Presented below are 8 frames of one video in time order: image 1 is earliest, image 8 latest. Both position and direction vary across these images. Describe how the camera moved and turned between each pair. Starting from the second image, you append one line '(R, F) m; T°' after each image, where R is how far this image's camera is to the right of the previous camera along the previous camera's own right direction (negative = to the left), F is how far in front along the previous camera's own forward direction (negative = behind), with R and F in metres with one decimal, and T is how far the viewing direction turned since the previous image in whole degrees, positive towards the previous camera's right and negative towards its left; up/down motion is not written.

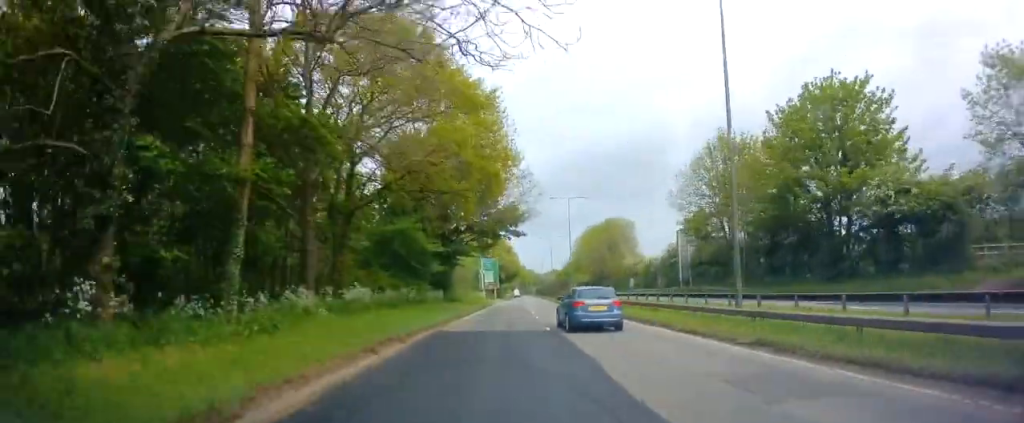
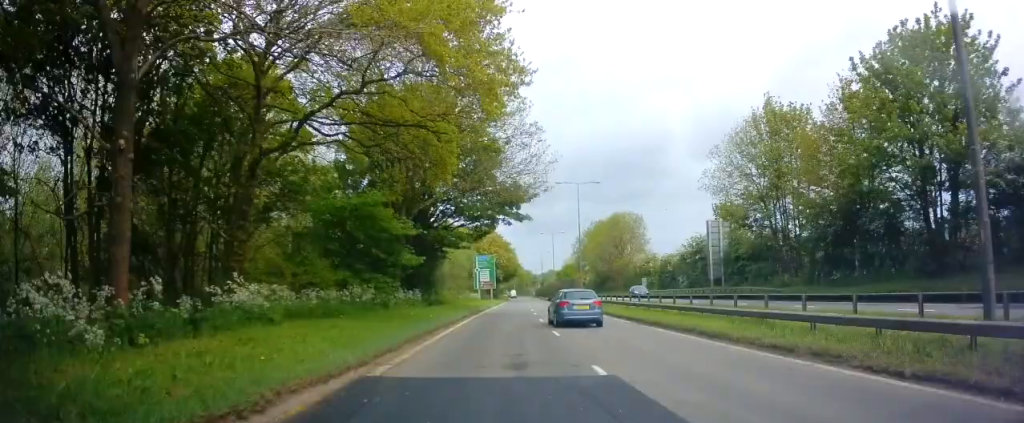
(+0.1, +10.1) m; 0°
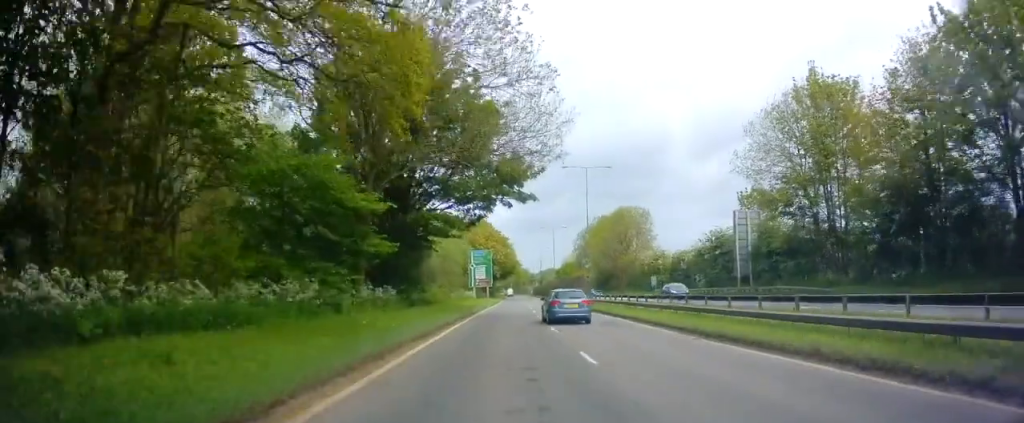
(-0.1, +6.8) m; 0°
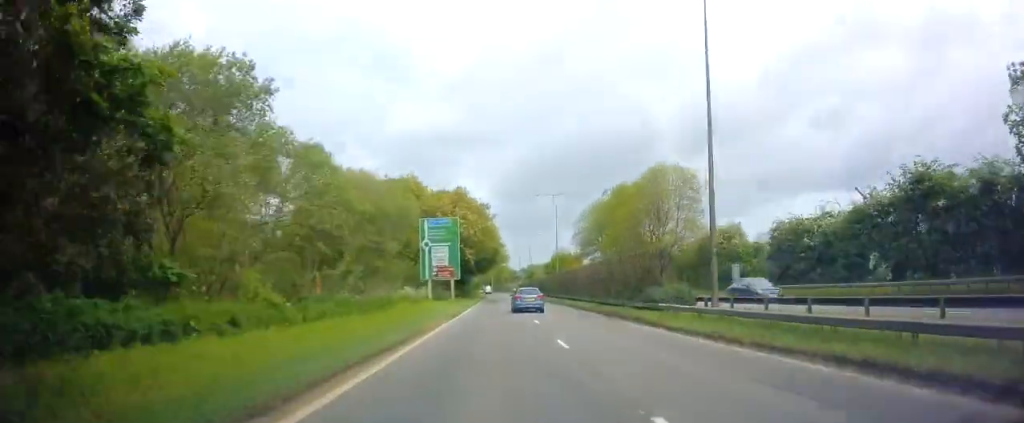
(0.0, +32.8) m; +1°
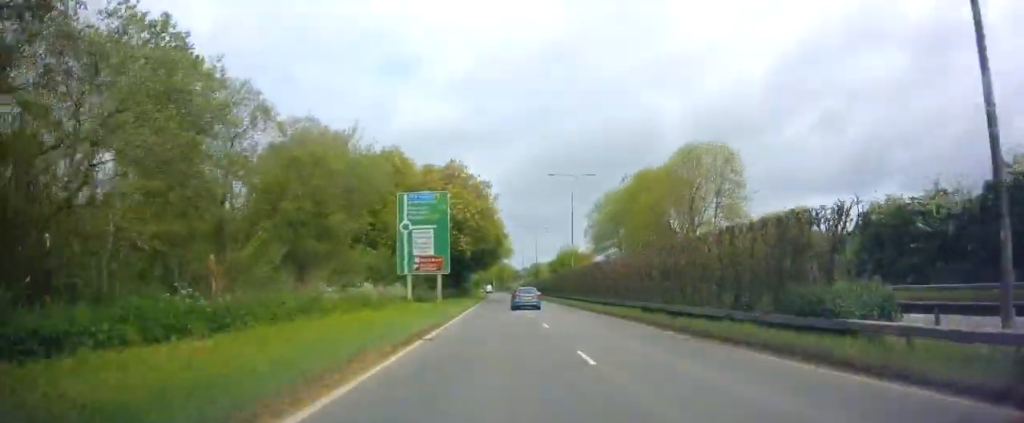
(+0.1, +11.7) m; +1°
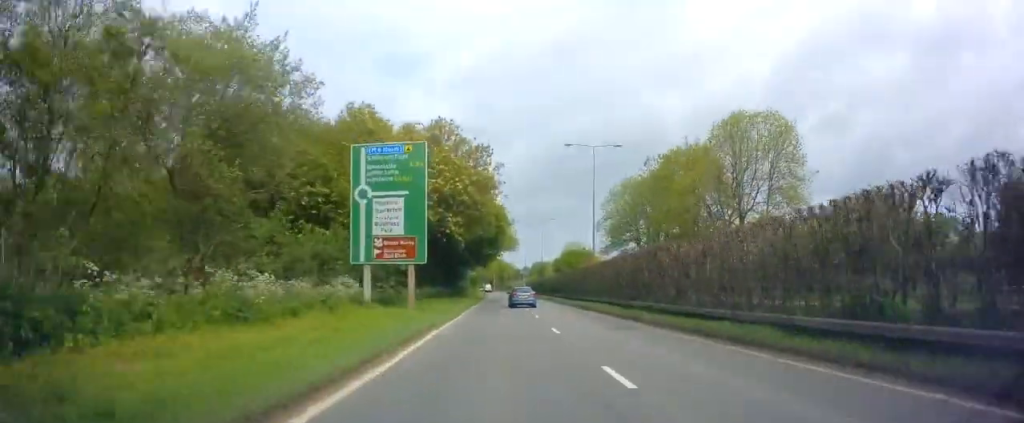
(+0.2, +11.7) m; 0°
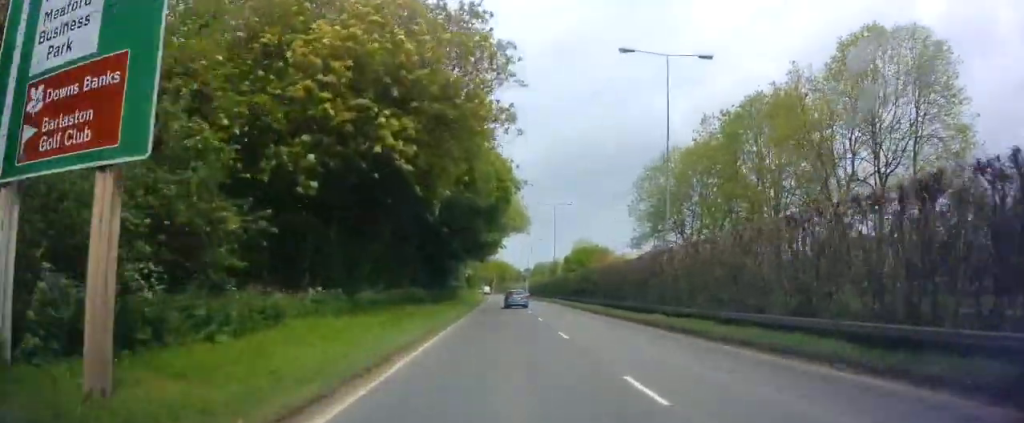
(-0.2, +19.2) m; -1°
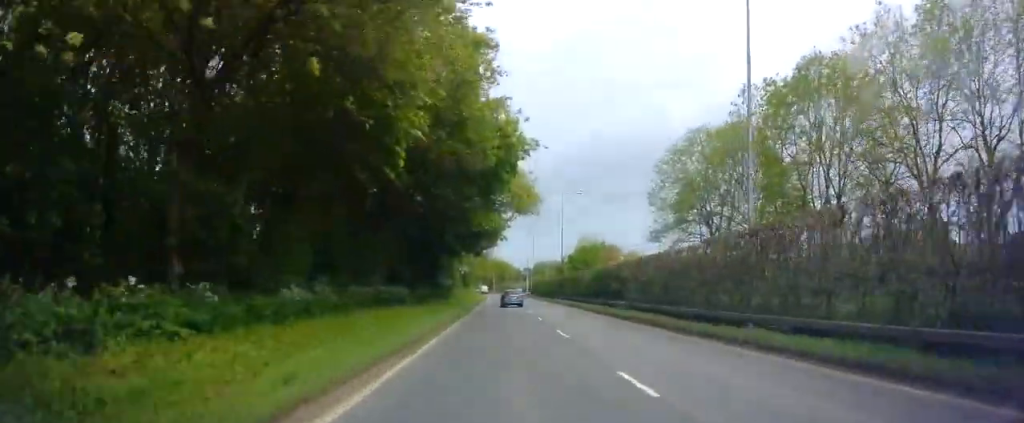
(0.0, +8.5) m; 0°
